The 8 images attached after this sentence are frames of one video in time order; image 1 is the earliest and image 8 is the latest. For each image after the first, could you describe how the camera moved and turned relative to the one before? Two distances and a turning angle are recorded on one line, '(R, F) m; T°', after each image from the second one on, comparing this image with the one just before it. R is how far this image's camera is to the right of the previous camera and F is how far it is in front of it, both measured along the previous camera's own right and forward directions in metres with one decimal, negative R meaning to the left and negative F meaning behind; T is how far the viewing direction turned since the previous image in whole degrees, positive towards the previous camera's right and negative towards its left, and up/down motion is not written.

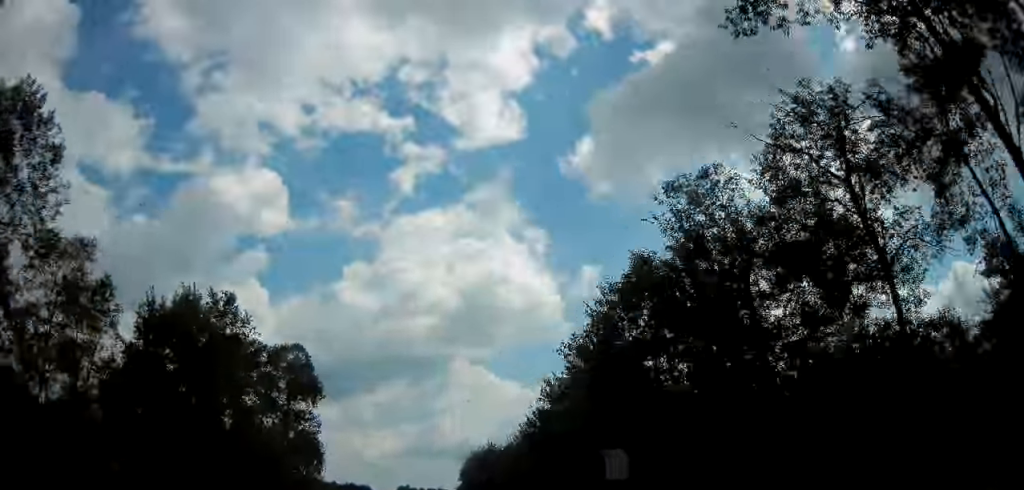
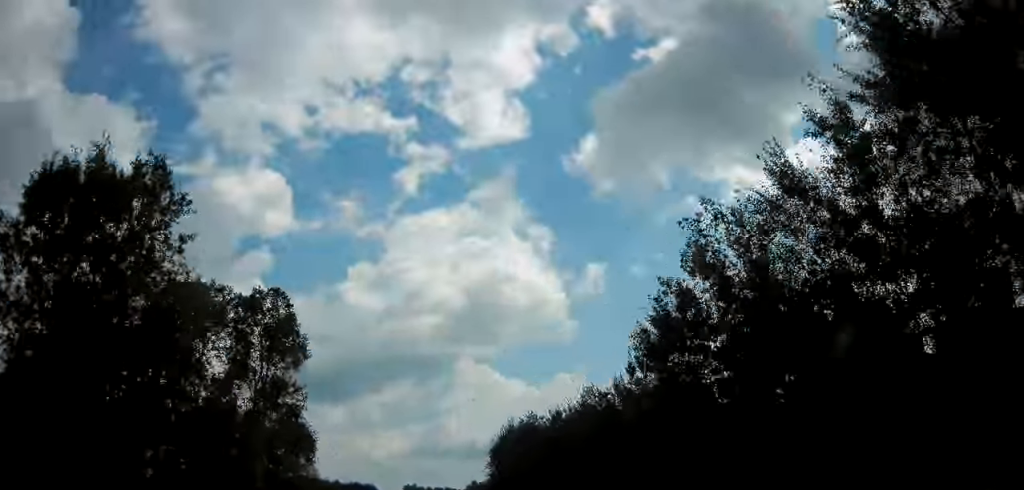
(0.0, +15.4) m; 0°
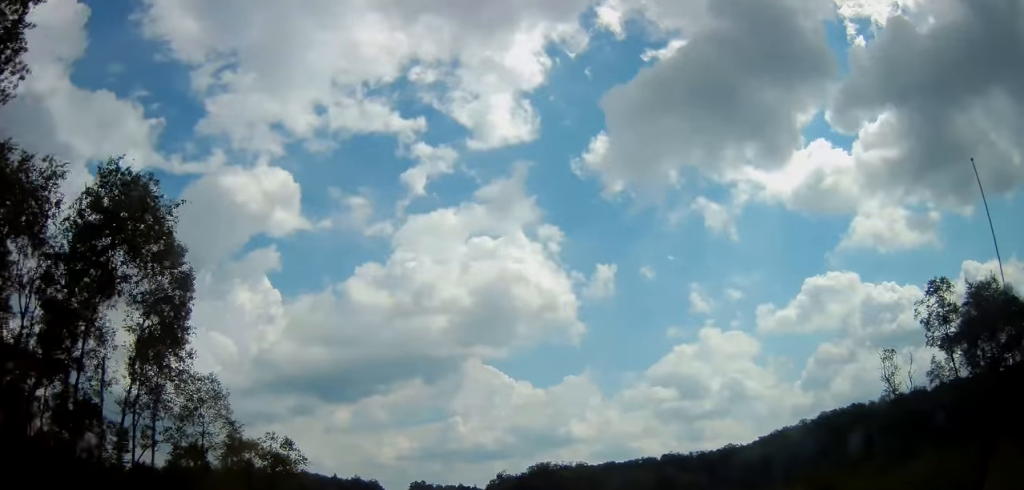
(-1.3, +57.1) m; -3°
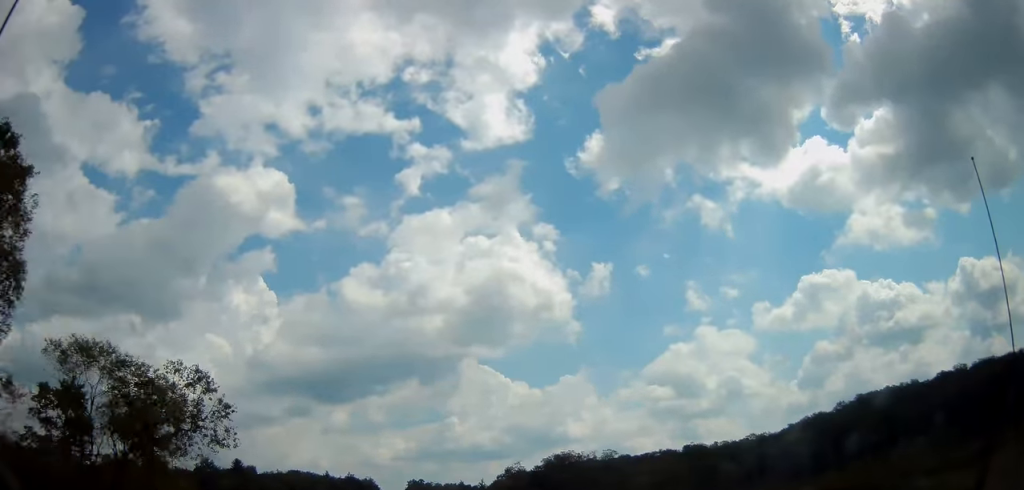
(0.0, +26.0) m; 0°
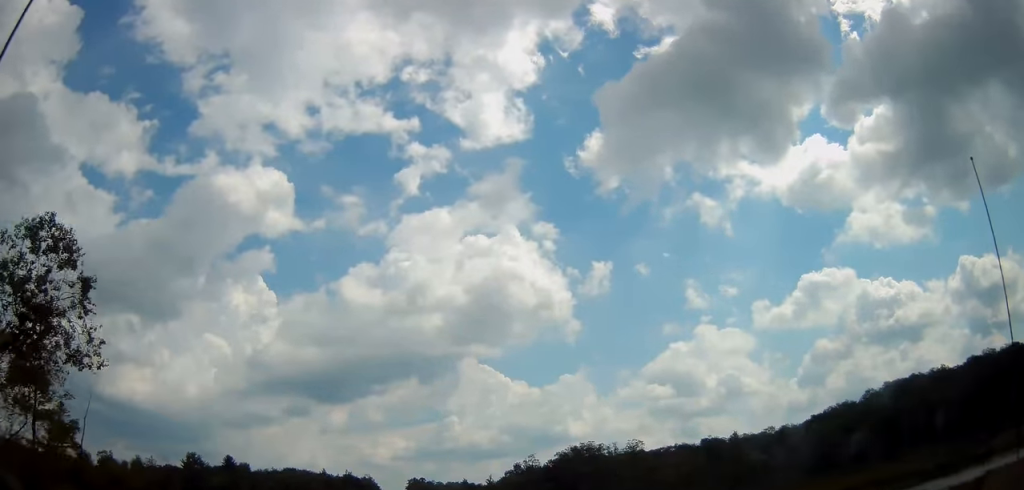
(0.0, +16.2) m; +1°
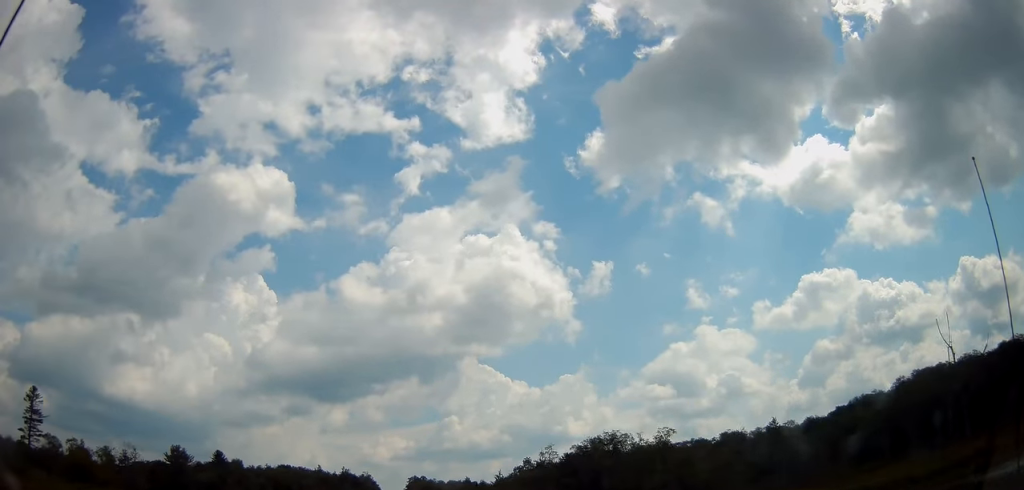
(+0.2, +16.0) m; 0°
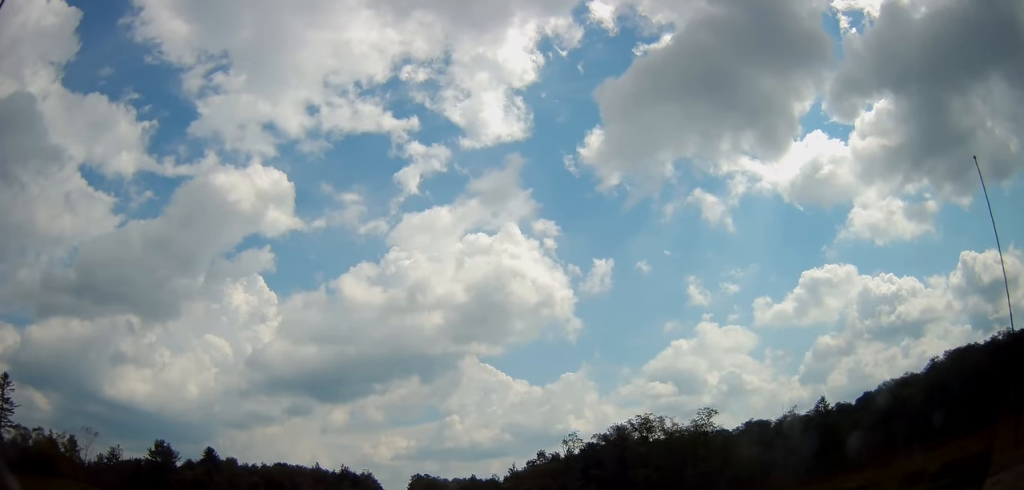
(+0.2, +16.0) m; 0°
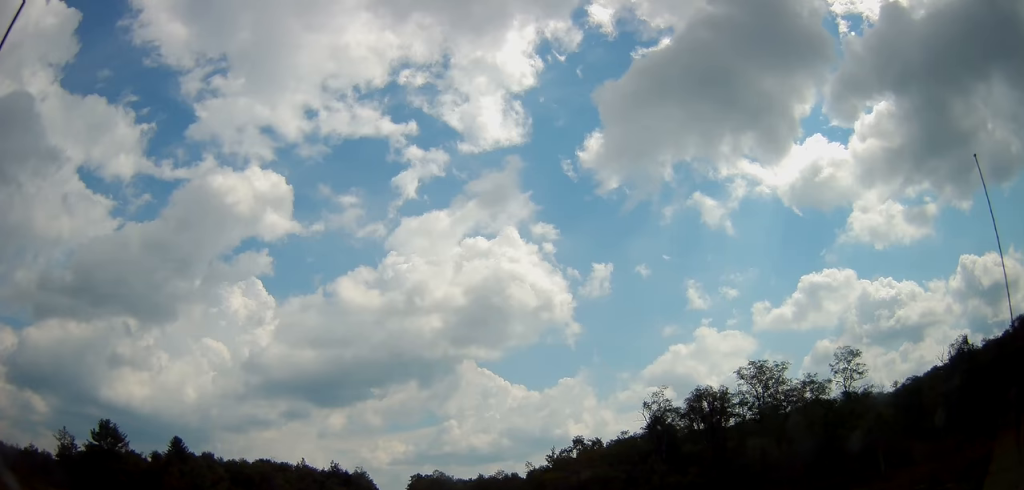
(-0.2, +37.8) m; 0°
